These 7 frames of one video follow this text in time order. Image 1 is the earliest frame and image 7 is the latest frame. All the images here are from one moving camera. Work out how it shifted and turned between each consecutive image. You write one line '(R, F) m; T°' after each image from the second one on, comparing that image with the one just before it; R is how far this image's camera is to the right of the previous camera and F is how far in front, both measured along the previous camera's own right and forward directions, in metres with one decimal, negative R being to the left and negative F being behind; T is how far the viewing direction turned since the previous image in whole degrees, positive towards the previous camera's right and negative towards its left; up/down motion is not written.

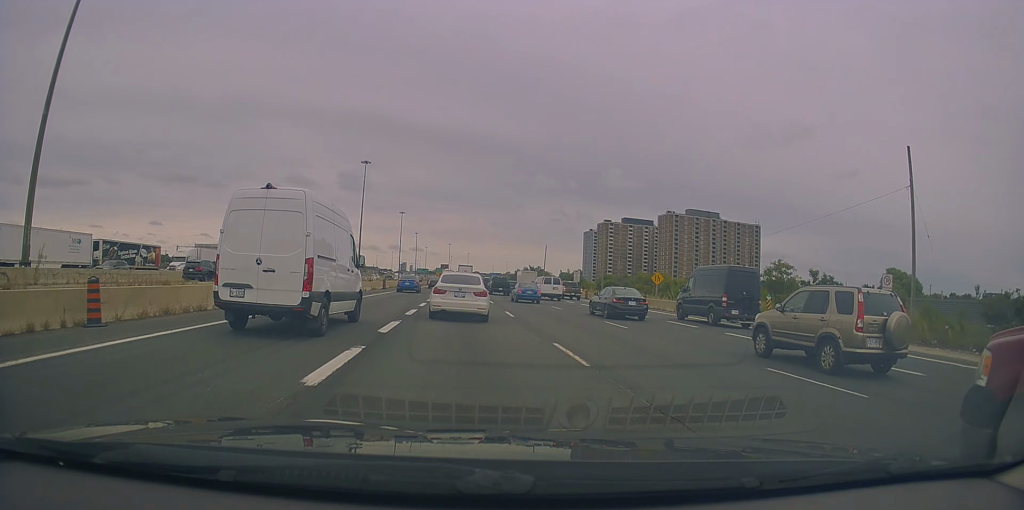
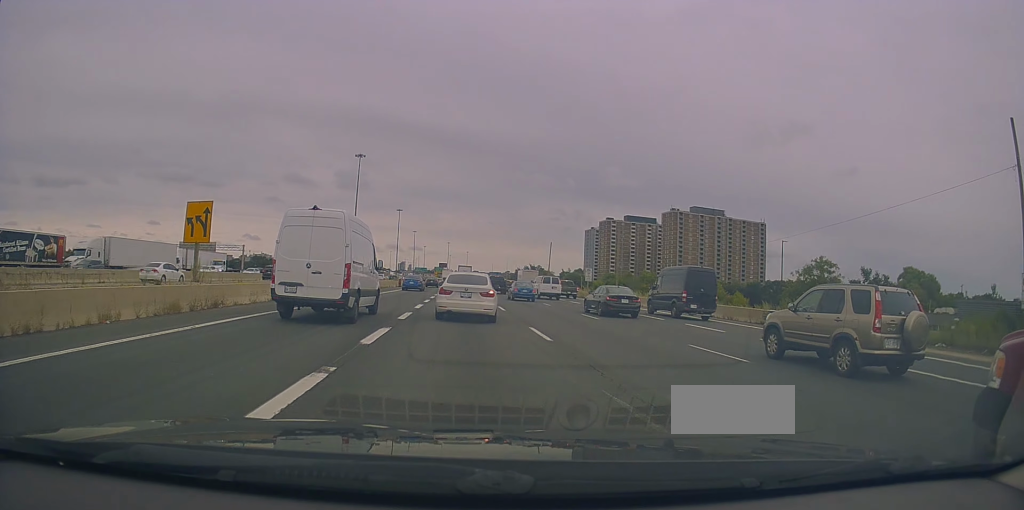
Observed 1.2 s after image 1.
(+0.7, +8.6) m; +5°
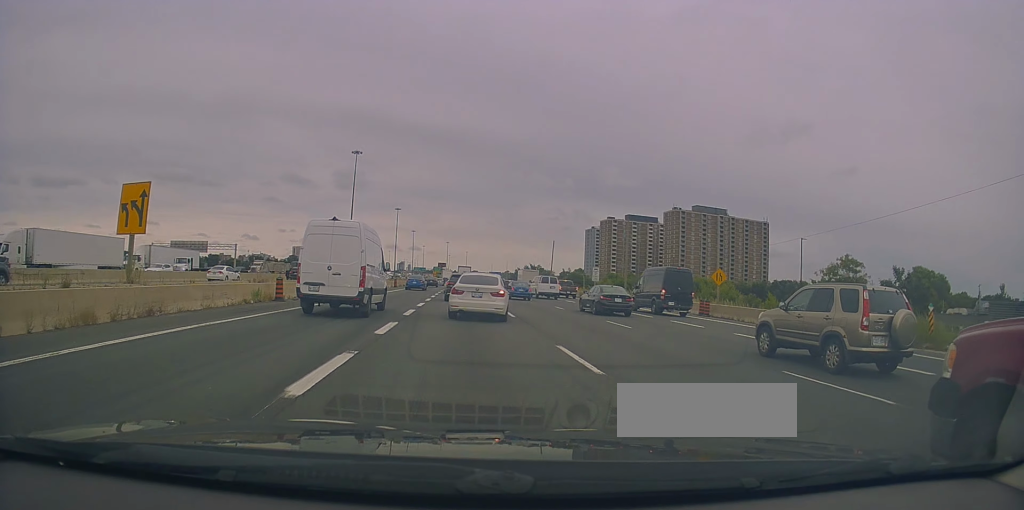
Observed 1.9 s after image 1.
(-0.1, +4.5) m; -2°
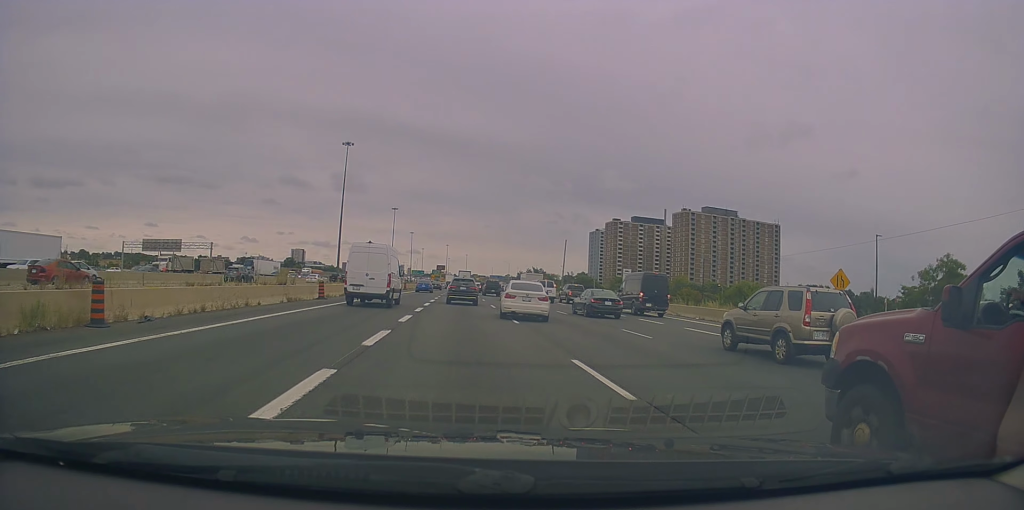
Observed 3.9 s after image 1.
(-0.5, +14.2) m; -3°
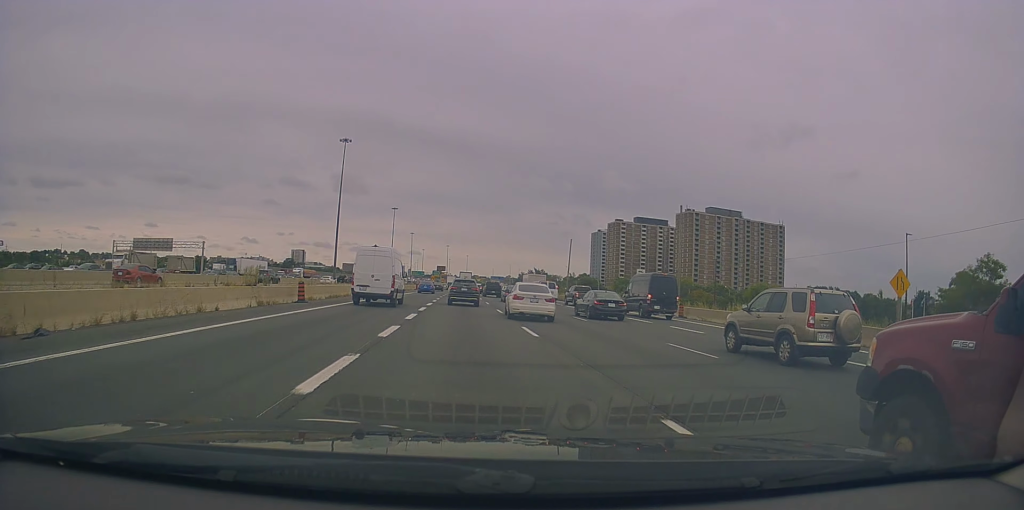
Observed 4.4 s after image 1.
(+0.1, +4.4) m; -1°
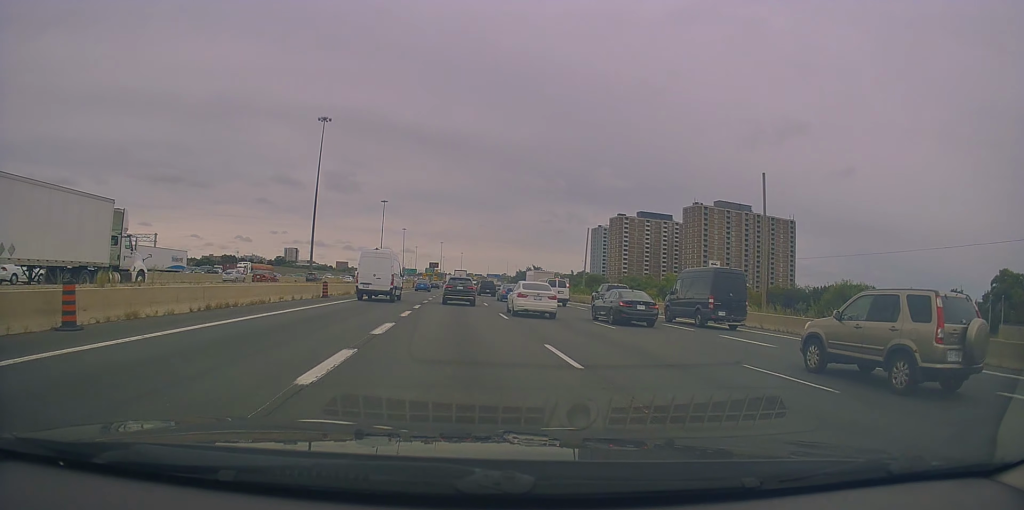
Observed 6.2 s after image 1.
(+1.2, +18.3) m; +5°
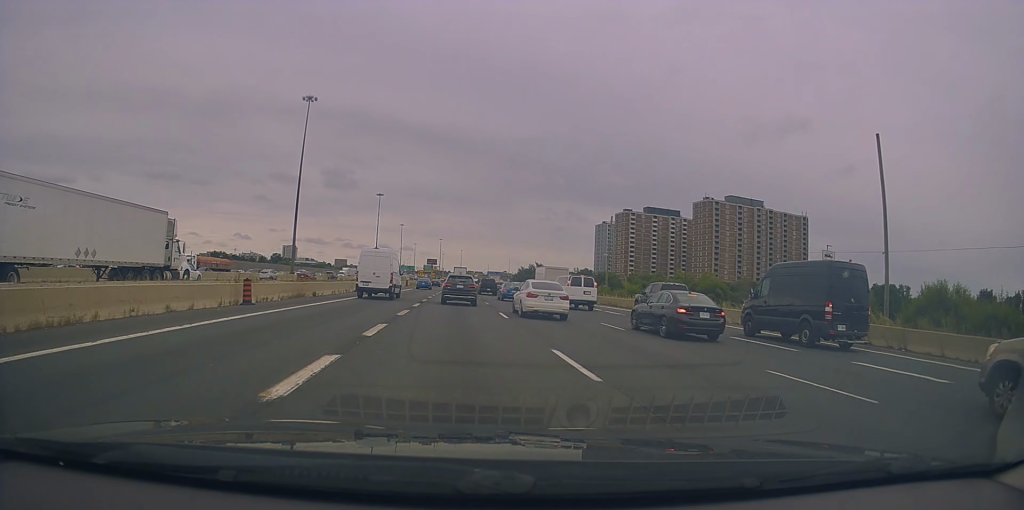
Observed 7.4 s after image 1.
(-0.7, +13.5) m; -3°
